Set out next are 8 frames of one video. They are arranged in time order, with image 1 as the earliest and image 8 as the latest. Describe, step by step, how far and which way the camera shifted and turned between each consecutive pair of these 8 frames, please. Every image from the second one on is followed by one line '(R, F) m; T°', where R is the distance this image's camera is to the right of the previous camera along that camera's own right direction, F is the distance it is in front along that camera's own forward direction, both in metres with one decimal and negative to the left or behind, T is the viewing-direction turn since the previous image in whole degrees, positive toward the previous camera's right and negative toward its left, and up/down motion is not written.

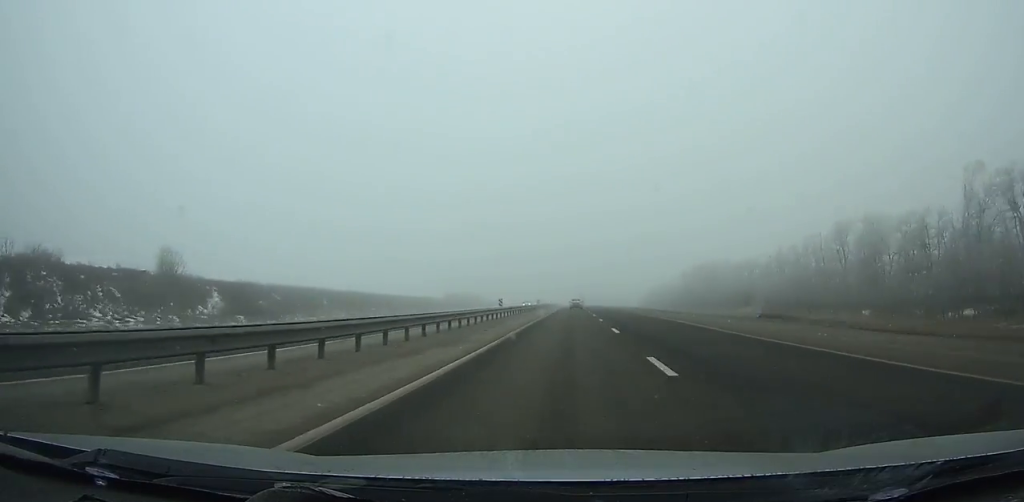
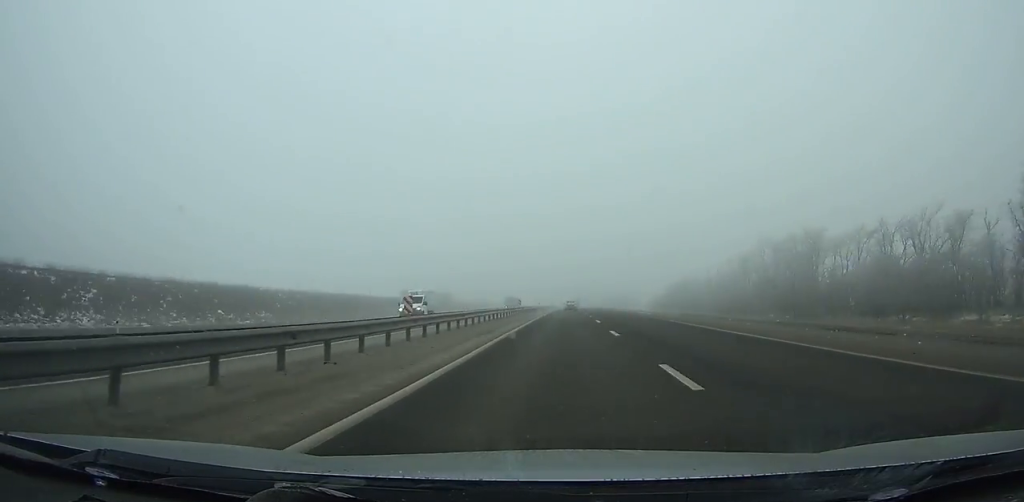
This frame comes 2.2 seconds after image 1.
(-0.2, +61.1) m; 0°
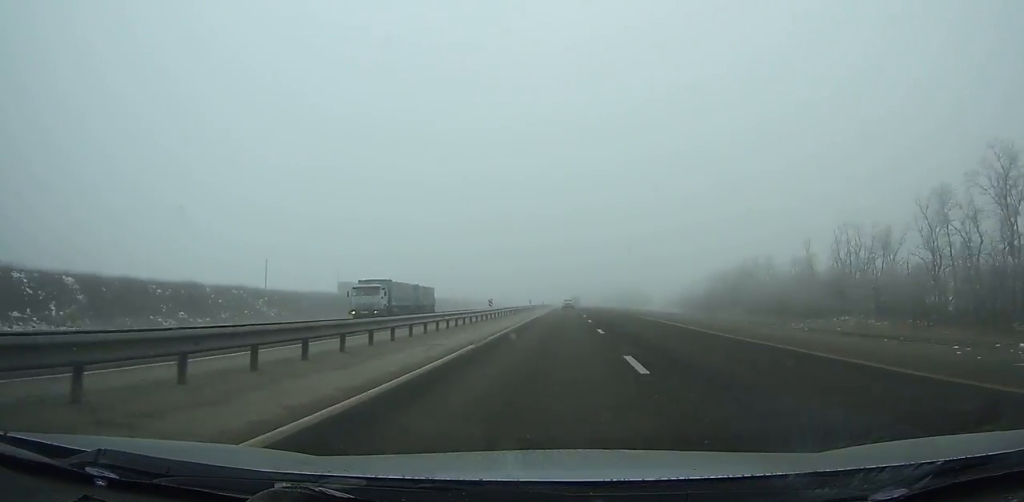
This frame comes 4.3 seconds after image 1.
(+0.2, +58.3) m; 0°
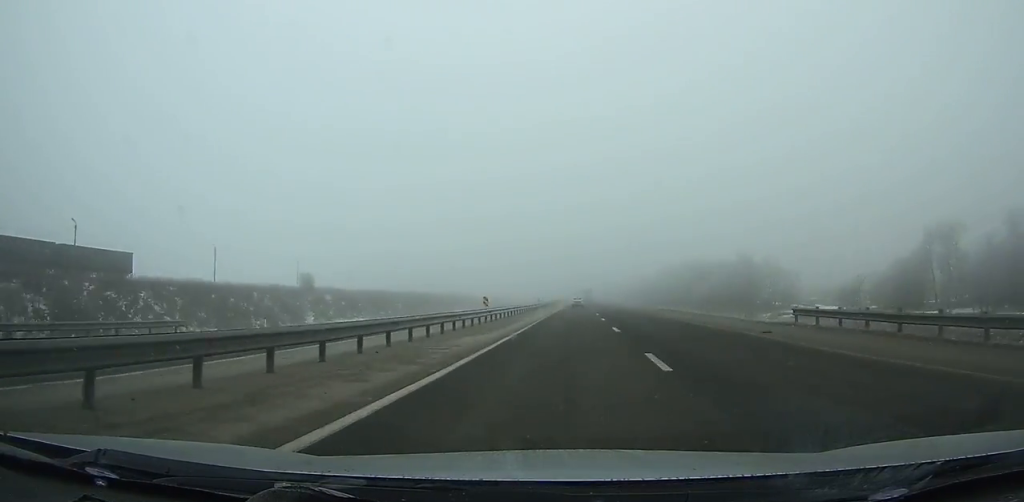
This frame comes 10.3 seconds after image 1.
(-0.9, +166.1) m; 0°
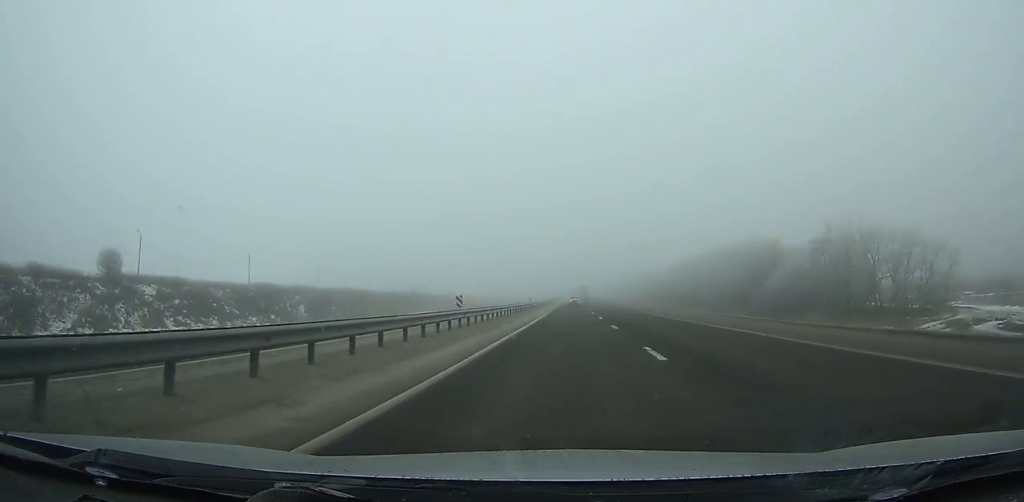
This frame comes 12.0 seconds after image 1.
(+0.3, +46.2) m; 0°
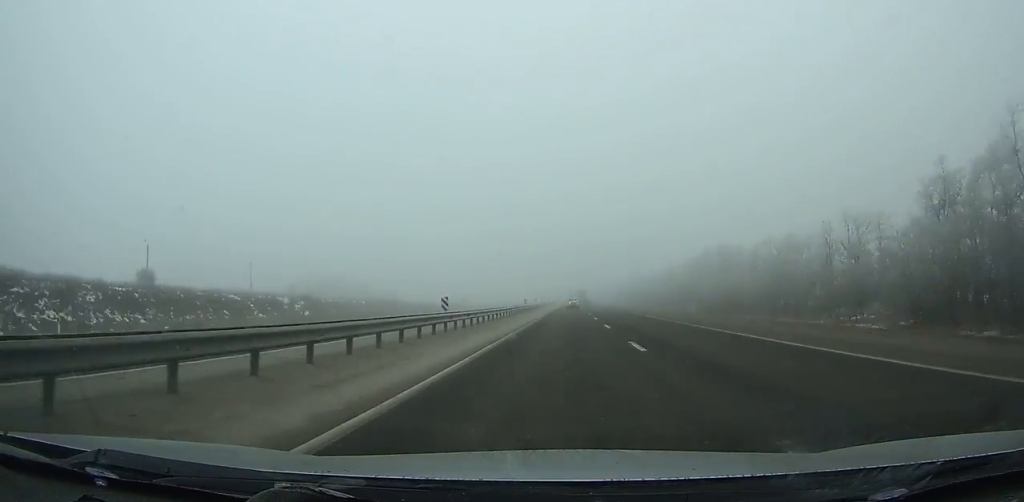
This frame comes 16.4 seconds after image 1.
(+0.4, +117.5) m; 0°
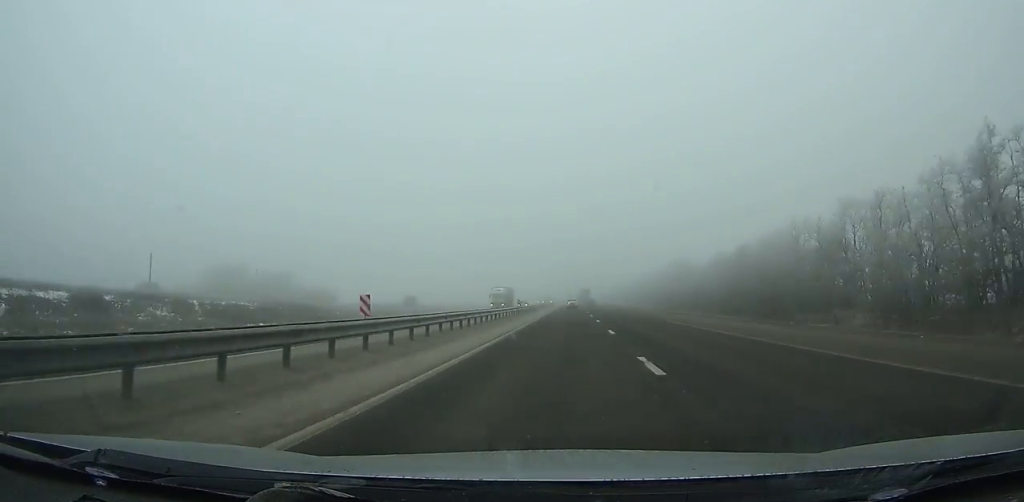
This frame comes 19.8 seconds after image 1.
(-0.2, +88.3) m; 0°
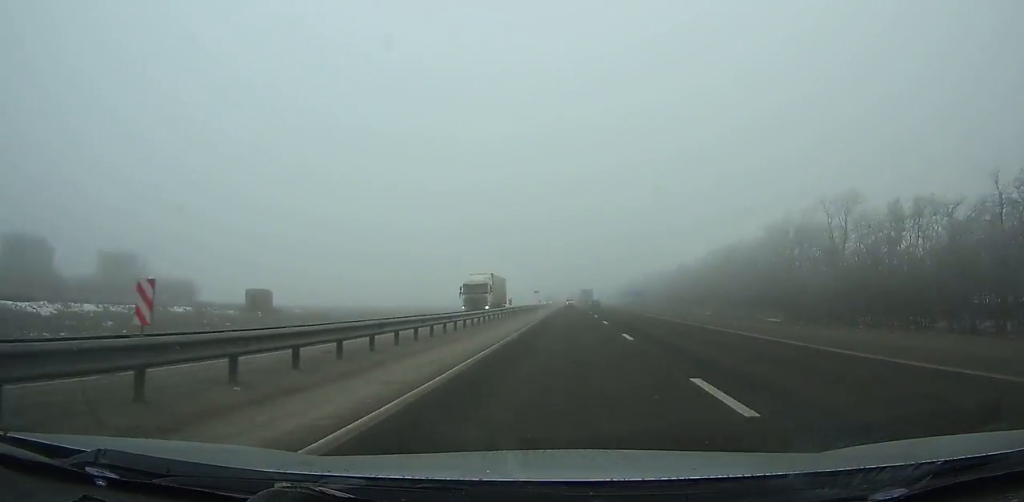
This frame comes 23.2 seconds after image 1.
(-0.1, +87.4) m; 0°
